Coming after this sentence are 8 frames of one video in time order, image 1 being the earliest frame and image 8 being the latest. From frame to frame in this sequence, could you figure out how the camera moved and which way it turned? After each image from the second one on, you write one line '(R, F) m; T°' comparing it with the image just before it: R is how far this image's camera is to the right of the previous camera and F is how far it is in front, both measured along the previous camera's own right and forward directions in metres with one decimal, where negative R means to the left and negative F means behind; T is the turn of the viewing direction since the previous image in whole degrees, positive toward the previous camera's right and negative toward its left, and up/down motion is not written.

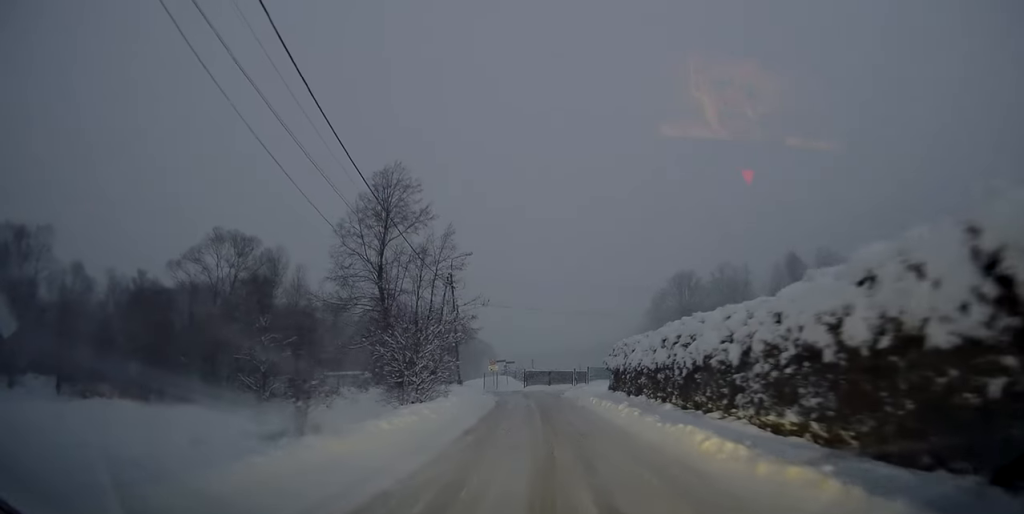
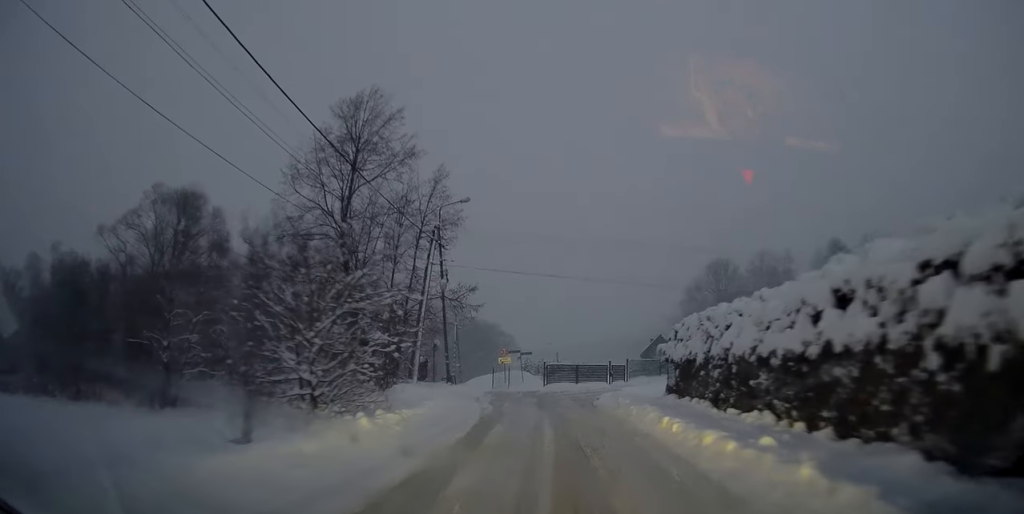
(-0.3, +11.1) m; -3°
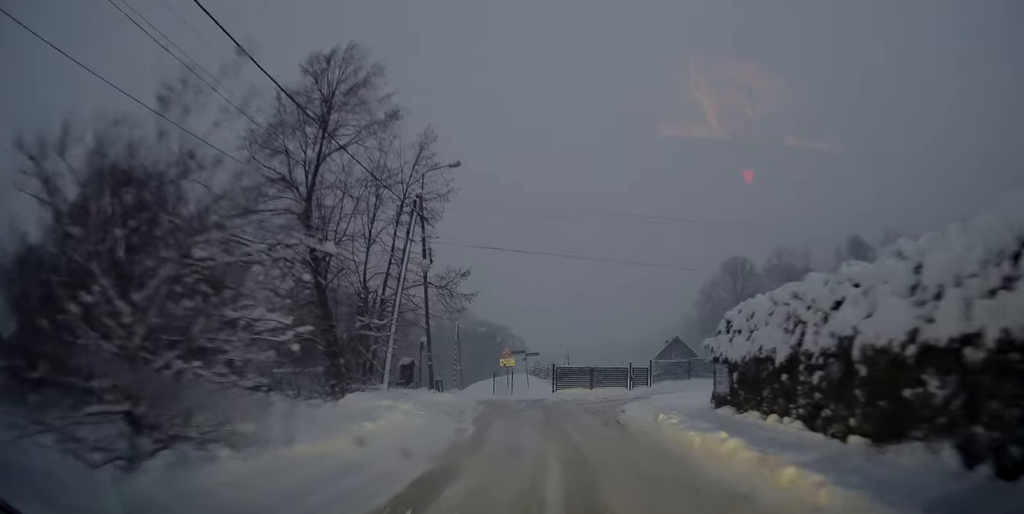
(0.0, +5.7) m; -2°
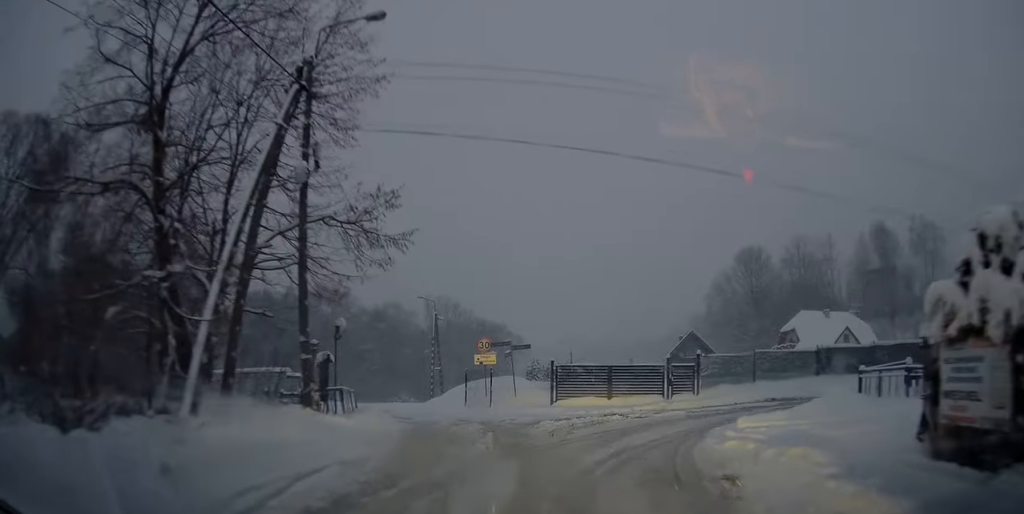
(-0.1, +10.5) m; +3°
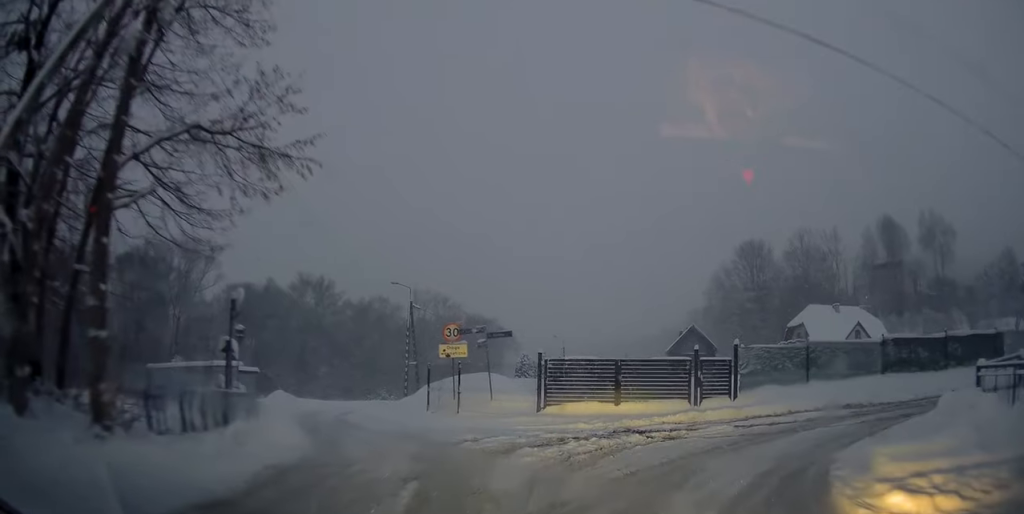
(+0.2, +5.3) m; +7°
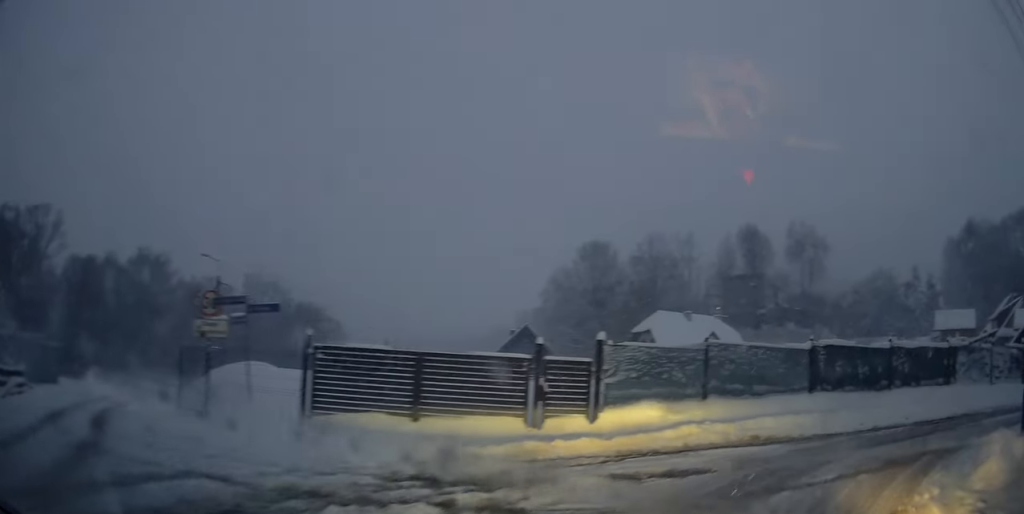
(+0.7, +5.0) m; +27°
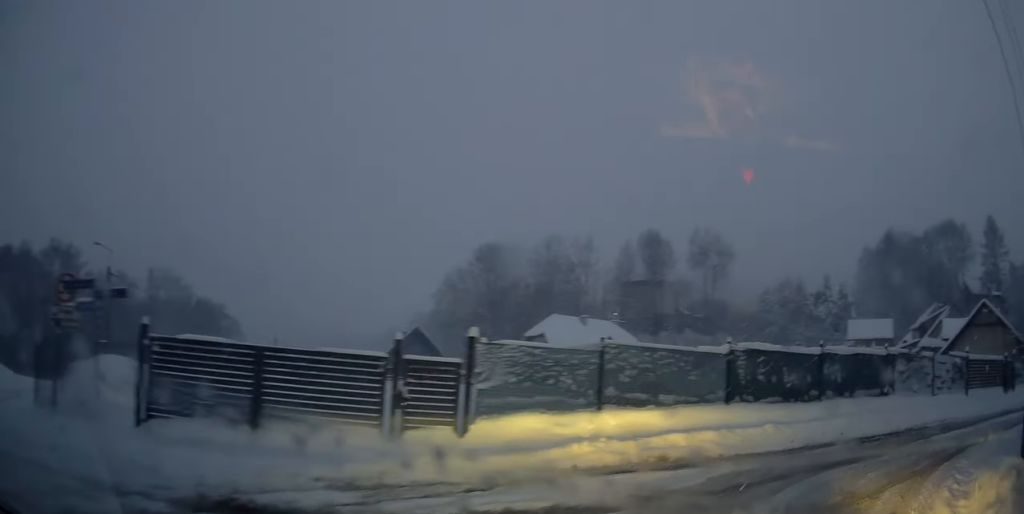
(+0.3, +1.6) m; +13°
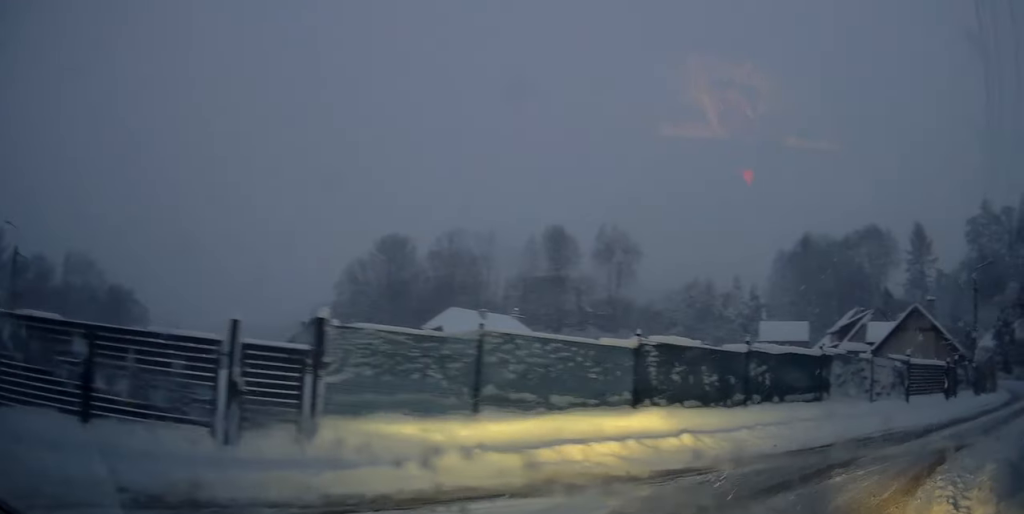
(+0.1, +1.5) m; +11°
